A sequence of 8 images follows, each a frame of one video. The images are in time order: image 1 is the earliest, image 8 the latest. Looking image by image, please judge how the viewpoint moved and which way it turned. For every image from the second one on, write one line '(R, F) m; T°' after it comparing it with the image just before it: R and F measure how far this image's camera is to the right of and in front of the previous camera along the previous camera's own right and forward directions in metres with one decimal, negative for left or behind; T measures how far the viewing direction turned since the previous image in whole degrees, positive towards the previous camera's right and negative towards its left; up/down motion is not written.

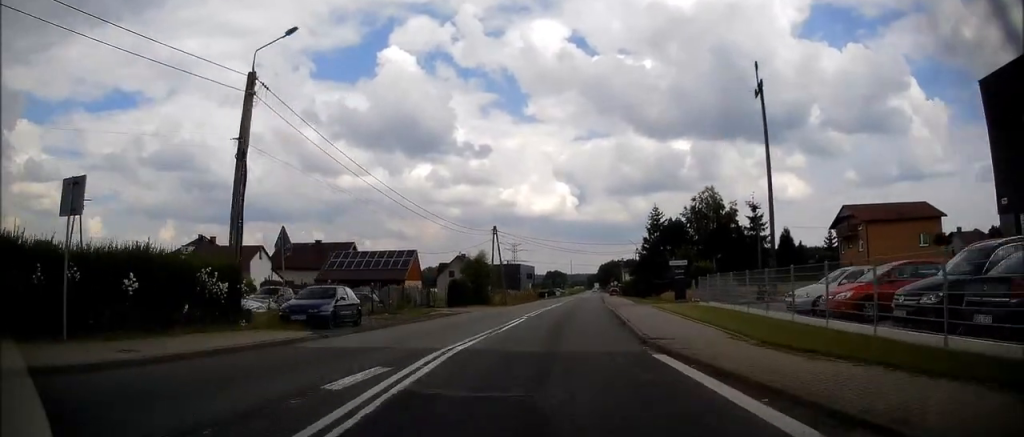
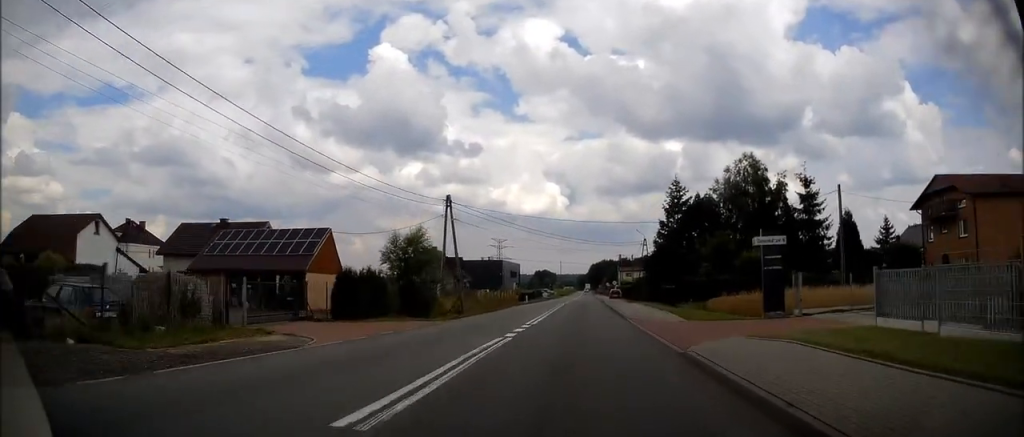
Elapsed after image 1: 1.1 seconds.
(0.0, +21.4) m; +1°
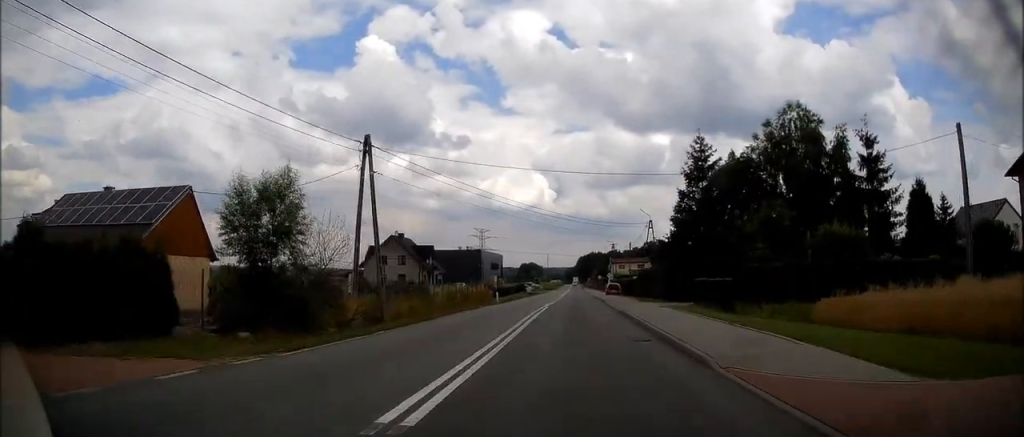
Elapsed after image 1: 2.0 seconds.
(+0.1, +16.0) m; +1°
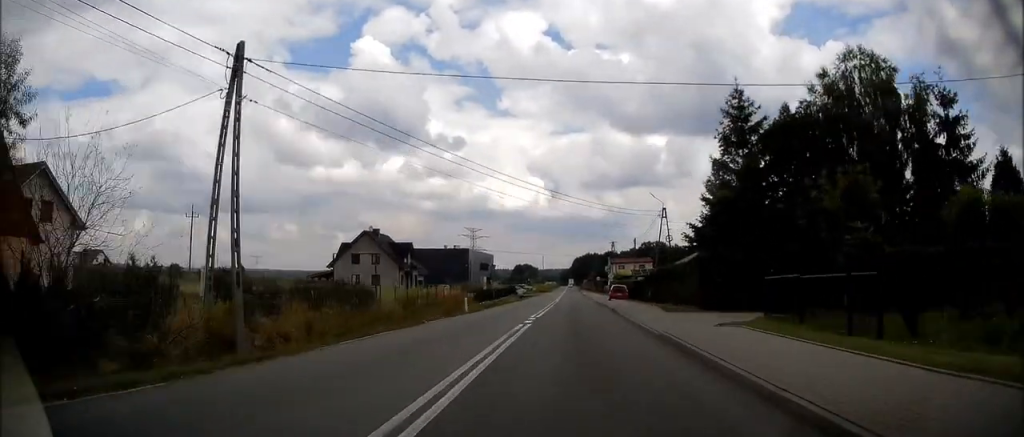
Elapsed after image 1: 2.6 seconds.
(+0.1, +11.6) m; +1°
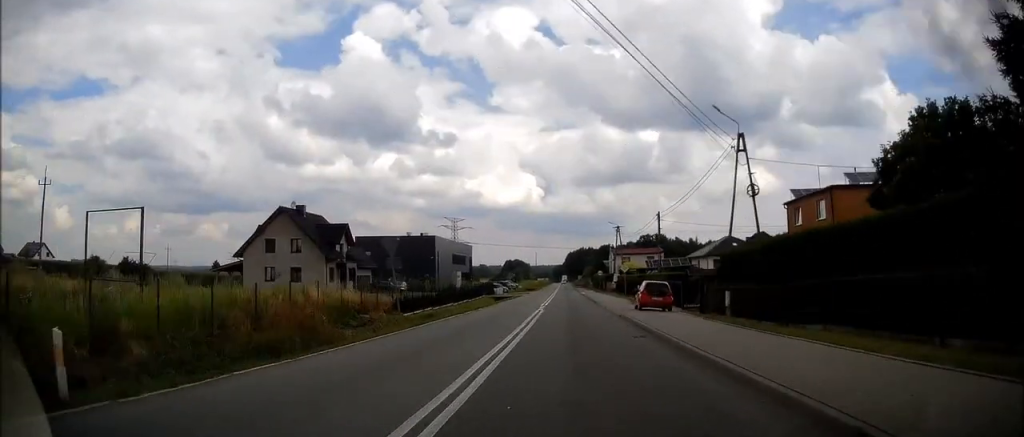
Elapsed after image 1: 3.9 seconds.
(+0.2, +25.4) m; +1°
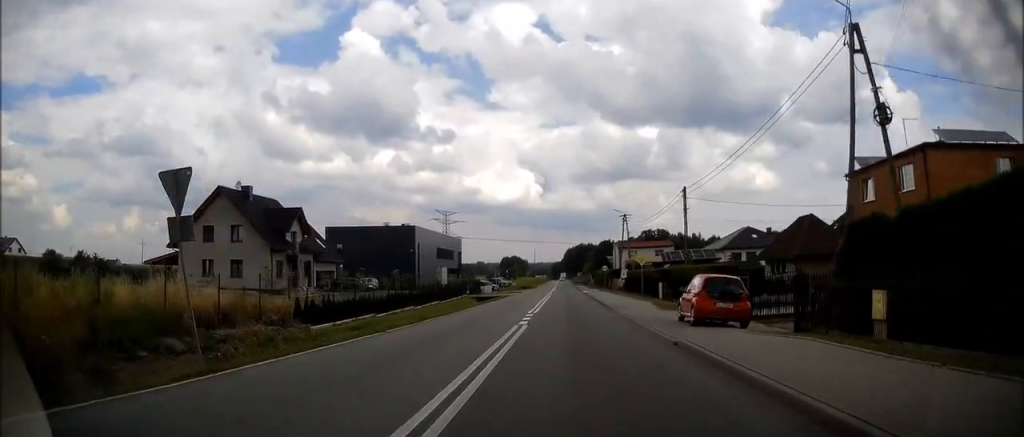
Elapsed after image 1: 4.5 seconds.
(0.0, +11.7) m; 0°
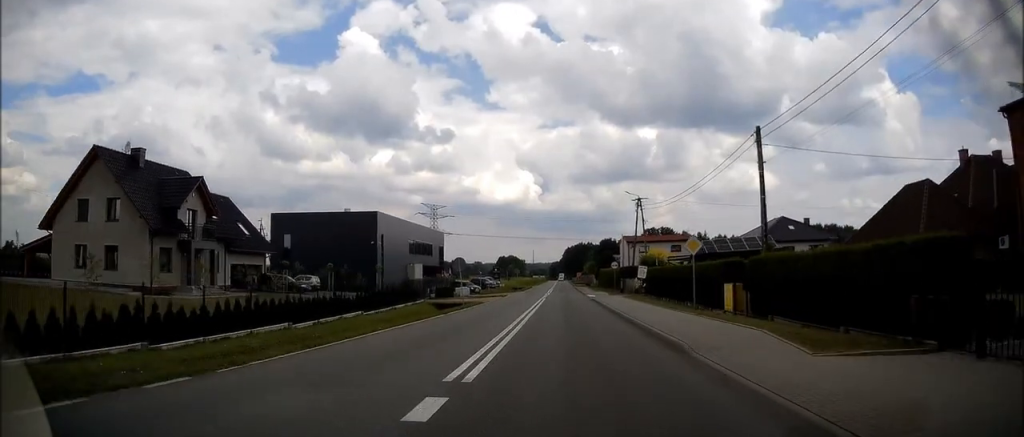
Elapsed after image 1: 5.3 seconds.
(+0.1, +17.0) m; 0°
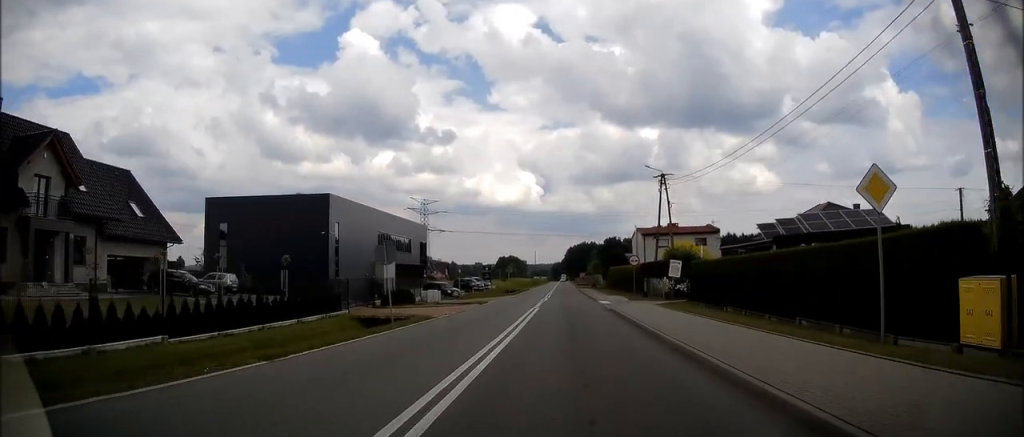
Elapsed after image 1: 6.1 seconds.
(0.0, +15.0) m; 0°
